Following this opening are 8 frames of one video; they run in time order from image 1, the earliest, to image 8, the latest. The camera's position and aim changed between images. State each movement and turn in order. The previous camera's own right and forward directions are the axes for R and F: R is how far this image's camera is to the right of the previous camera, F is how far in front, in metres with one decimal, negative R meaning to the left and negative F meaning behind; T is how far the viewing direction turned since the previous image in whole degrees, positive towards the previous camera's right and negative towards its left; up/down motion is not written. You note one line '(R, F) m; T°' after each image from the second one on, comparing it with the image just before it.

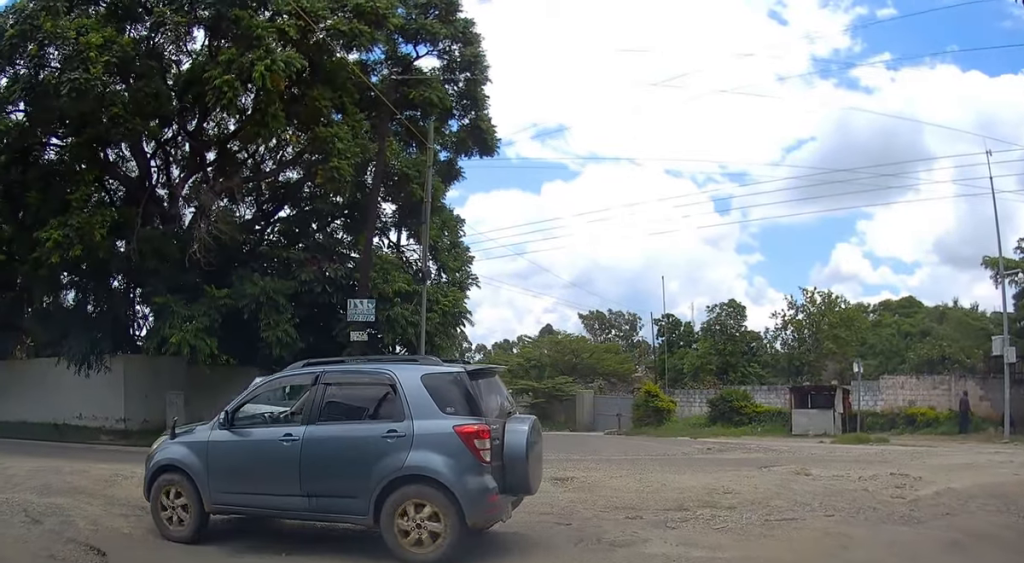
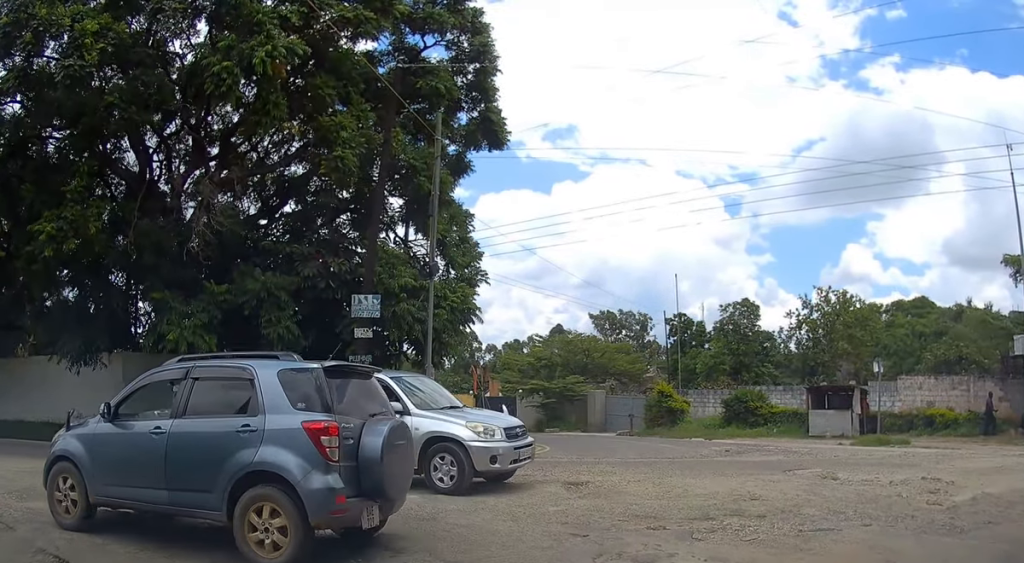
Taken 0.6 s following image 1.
(-0.1, +0.8) m; -2°
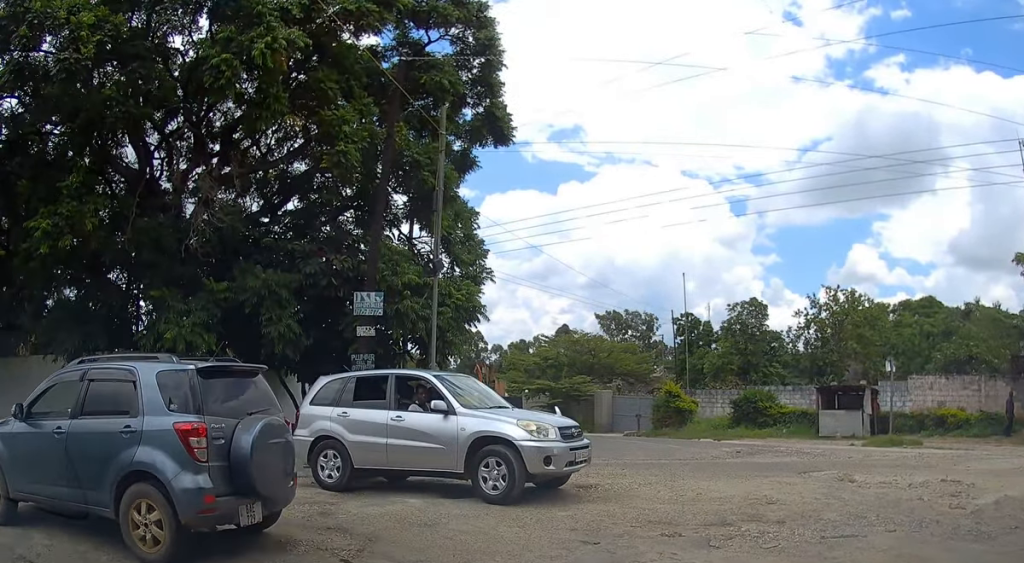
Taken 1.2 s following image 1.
(0.0, +0.6) m; 0°
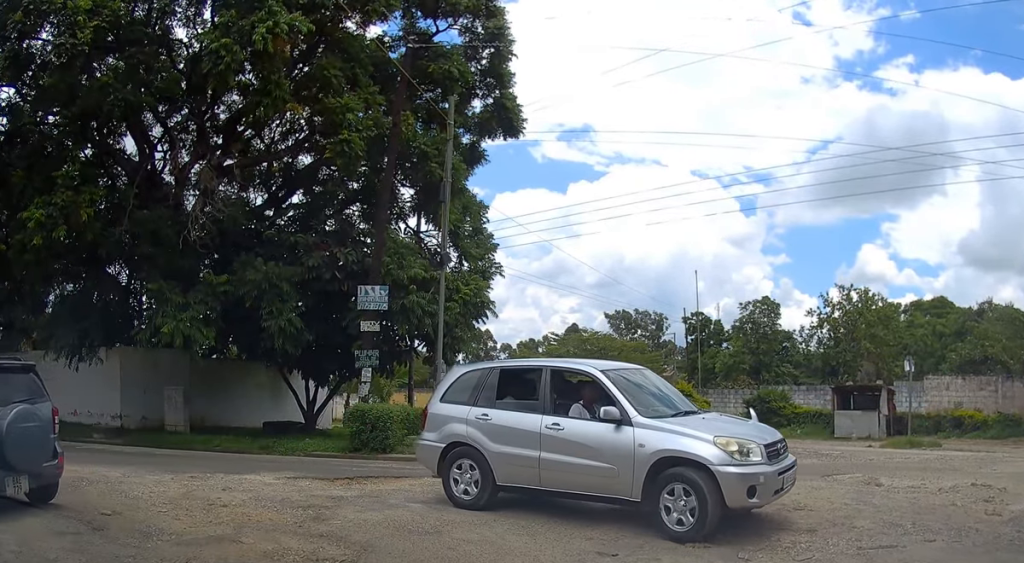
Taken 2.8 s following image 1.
(+0.2, +0.7) m; 0°
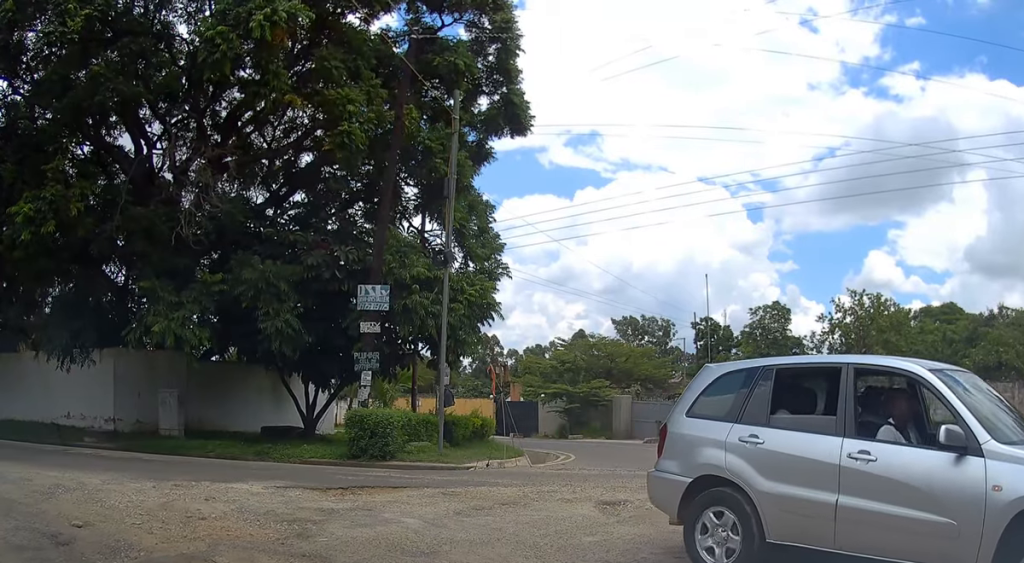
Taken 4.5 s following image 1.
(0.0, +0.4) m; 0°
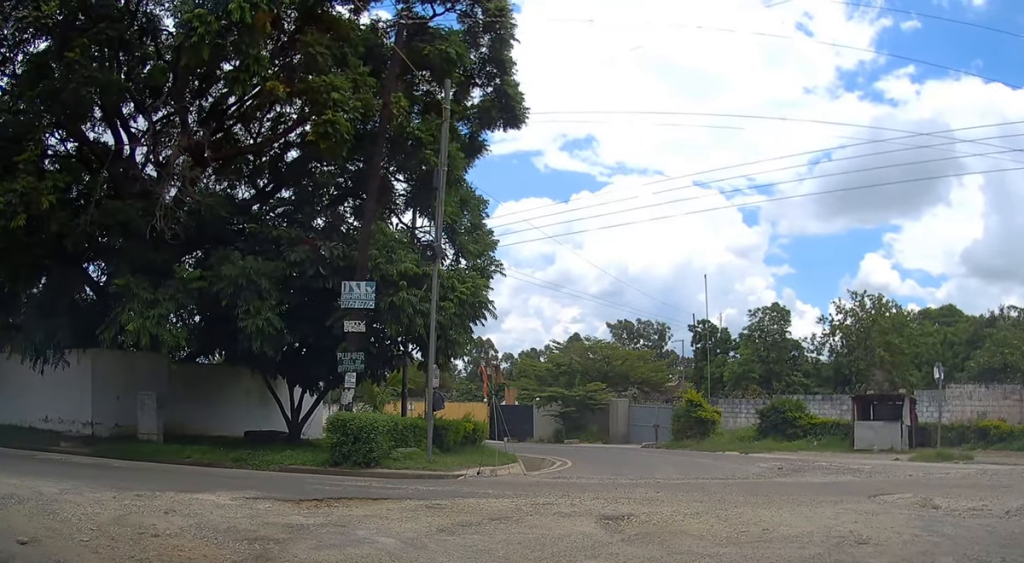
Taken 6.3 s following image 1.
(+0.1, +0.4) m; 0°
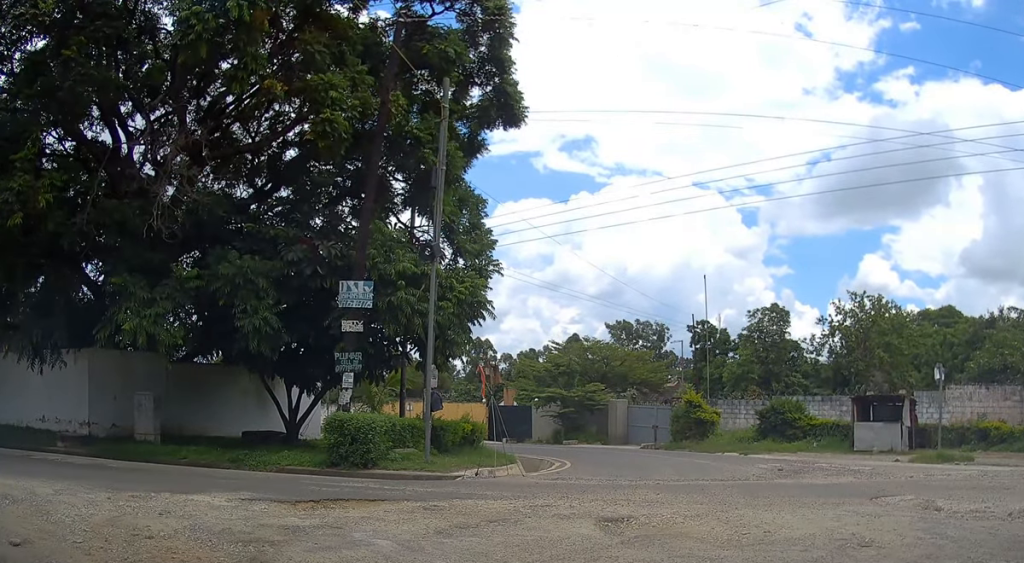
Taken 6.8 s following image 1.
(0.0, 0.0) m; 0°
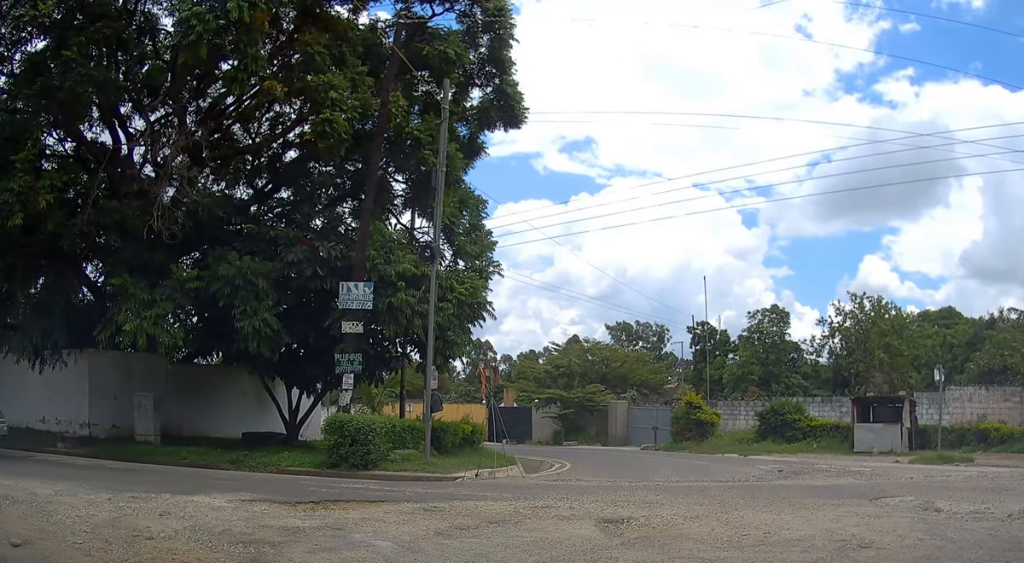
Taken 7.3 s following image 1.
(0.0, 0.0) m; 0°
